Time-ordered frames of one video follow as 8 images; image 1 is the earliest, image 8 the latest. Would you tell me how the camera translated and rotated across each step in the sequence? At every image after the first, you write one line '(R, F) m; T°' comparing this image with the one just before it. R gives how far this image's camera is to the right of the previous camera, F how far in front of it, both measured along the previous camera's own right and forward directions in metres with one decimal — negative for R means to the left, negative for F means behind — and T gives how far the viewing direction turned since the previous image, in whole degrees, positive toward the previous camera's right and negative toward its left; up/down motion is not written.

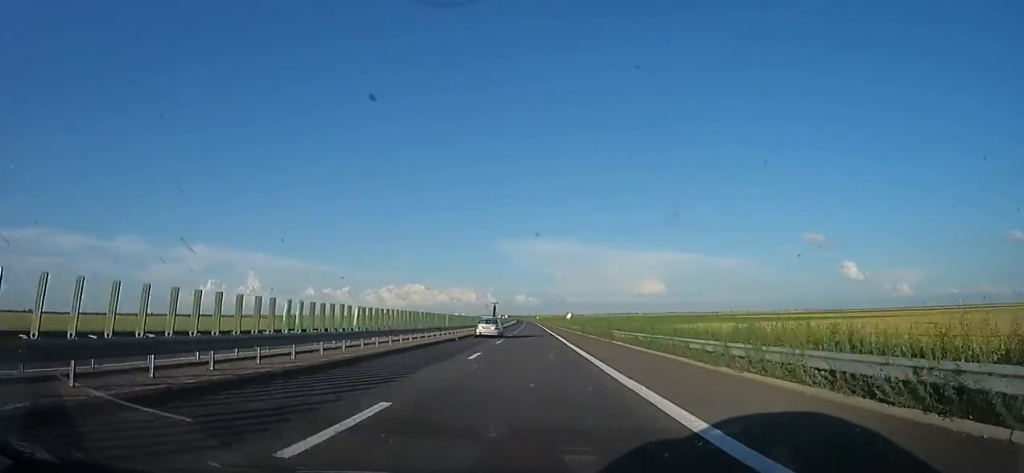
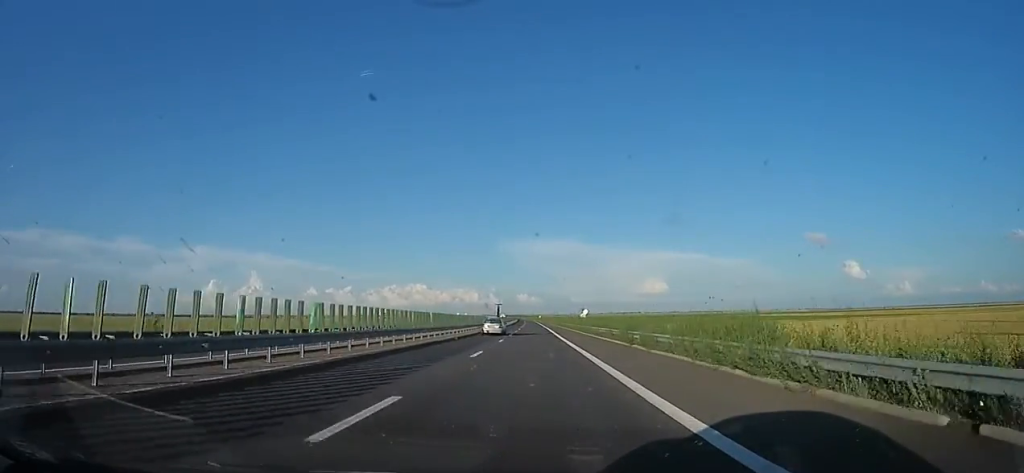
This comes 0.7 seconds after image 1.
(0.0, +23.4) m; 0°
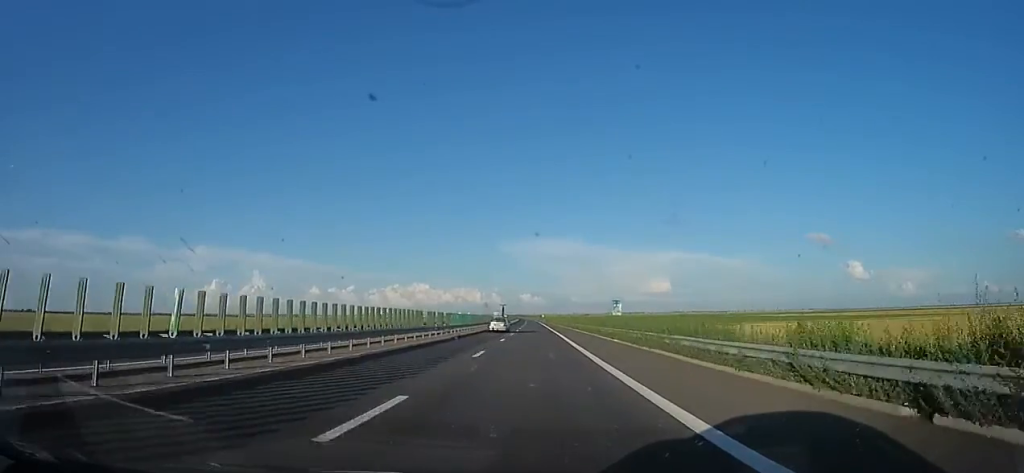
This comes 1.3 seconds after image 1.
(0.0, +24.0) m; 0°
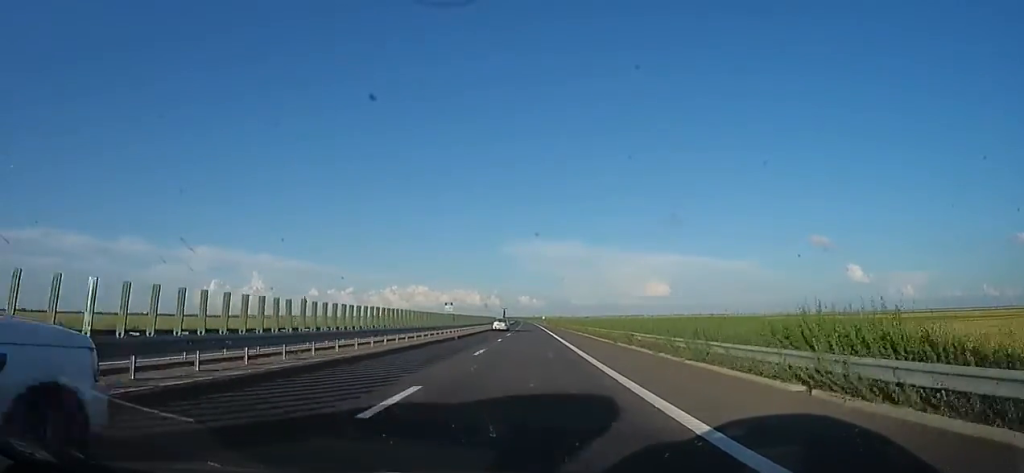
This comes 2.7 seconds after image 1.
(-0.1, +46.7) m; -1°
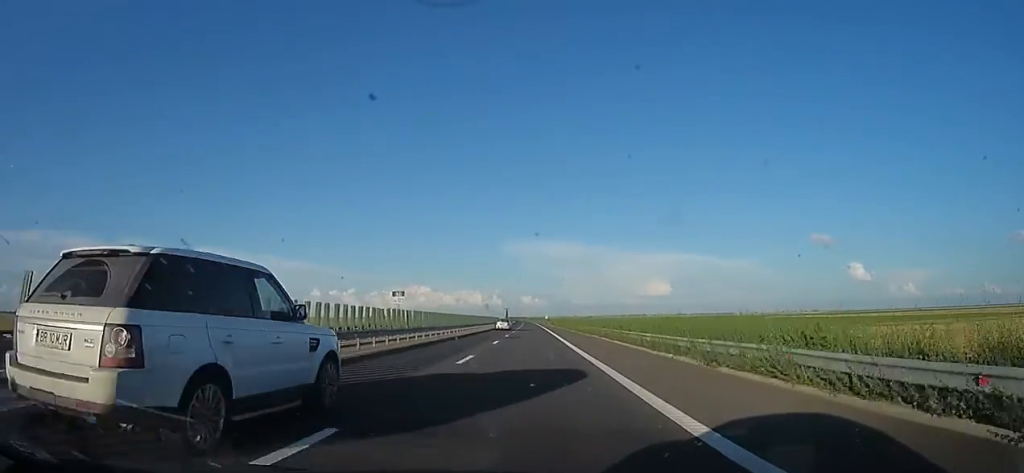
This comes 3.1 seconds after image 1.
(+0.1, +15.7) m; -1°
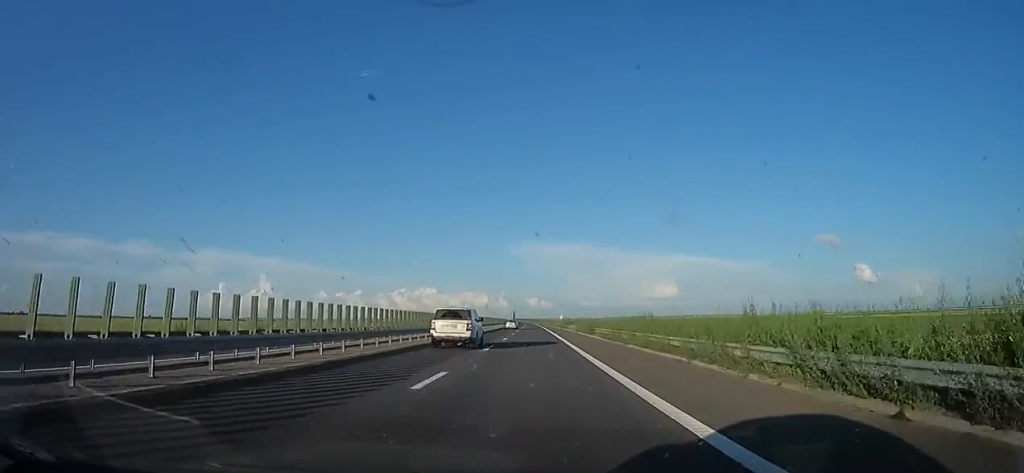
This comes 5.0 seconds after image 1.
(-1.2, +65.5) m; 0°
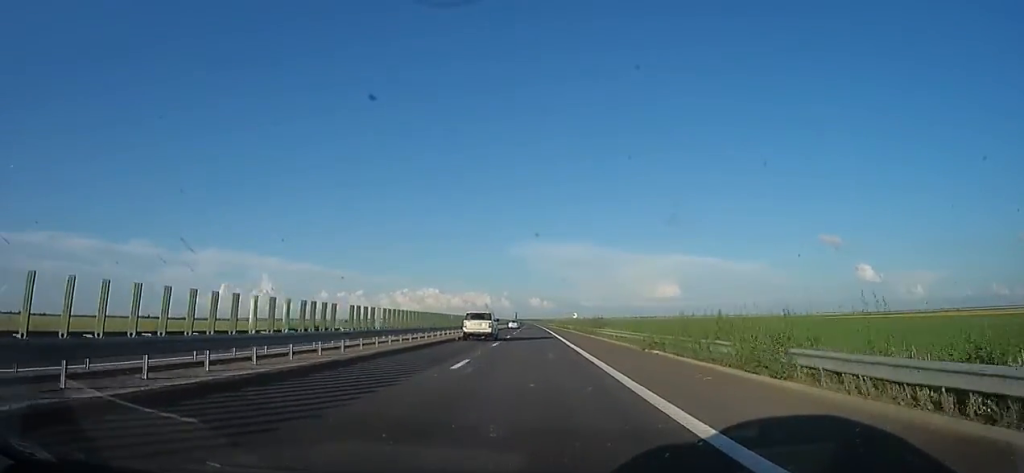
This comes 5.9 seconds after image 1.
(+0.5, +32.2) m; 0°
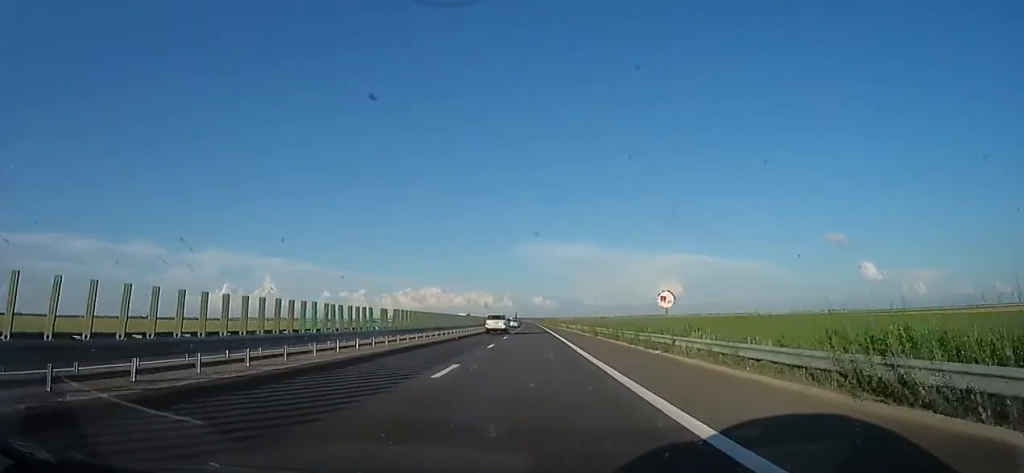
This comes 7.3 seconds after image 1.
(-1.3, +50.3) m; -1°
